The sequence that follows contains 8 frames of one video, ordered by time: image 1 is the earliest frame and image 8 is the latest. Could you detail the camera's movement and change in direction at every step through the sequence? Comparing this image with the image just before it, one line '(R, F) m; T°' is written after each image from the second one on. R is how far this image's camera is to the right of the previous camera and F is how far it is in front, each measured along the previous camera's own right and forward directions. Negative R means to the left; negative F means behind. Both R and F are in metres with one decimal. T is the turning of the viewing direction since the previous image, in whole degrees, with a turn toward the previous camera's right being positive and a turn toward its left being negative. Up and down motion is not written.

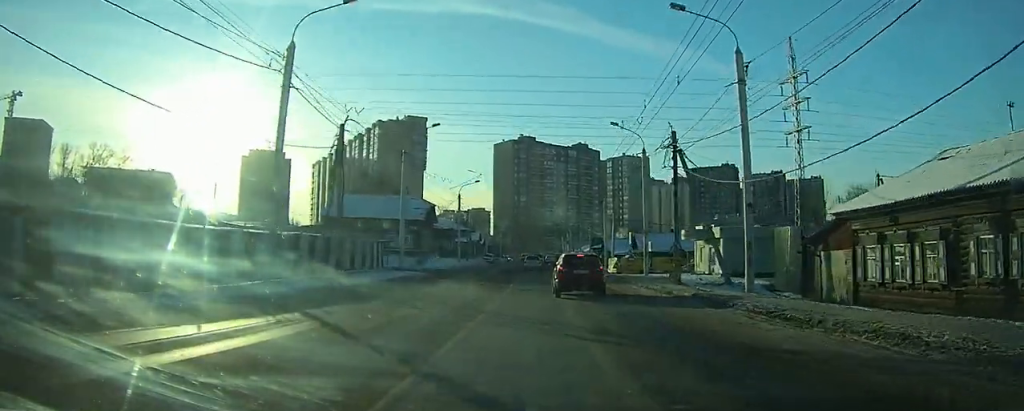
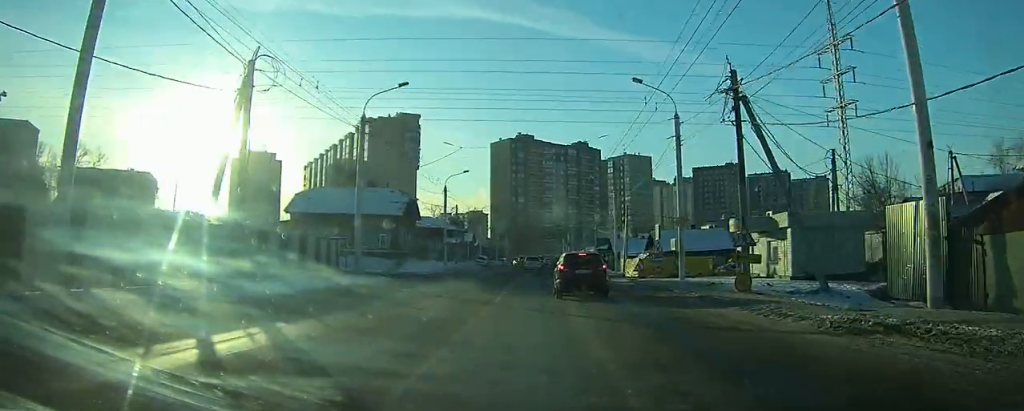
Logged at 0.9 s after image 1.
(0.0, +12.0) m; 0°
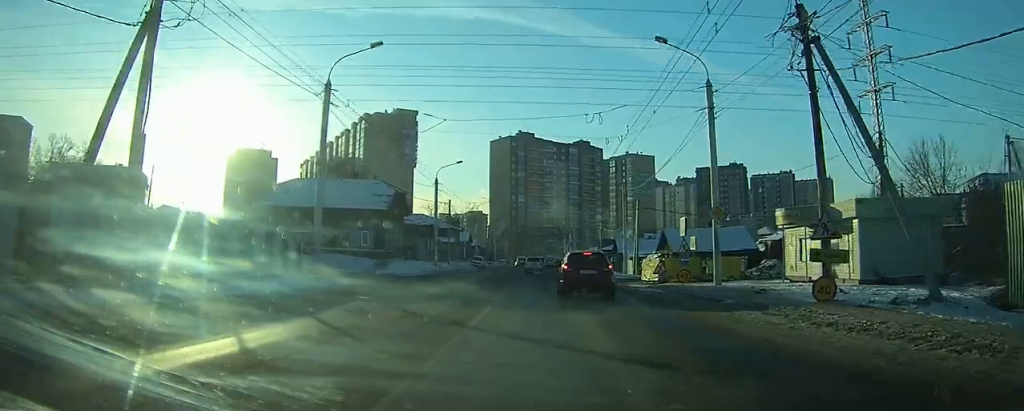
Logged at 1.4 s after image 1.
(0.0, +6.7) m; 0°
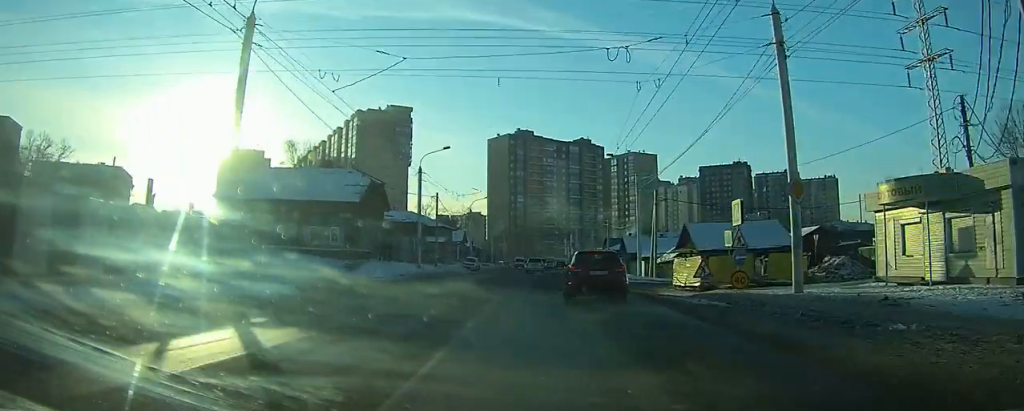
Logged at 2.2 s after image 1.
(0.0, +8.9) m; 0°
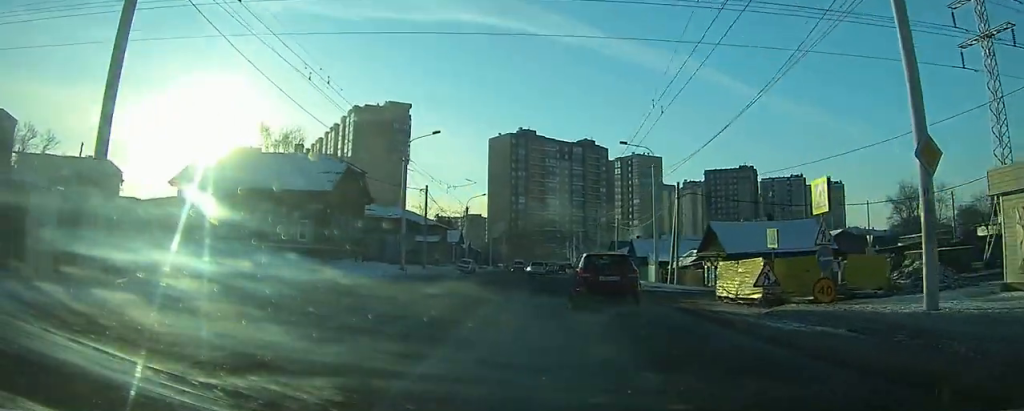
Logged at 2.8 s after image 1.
(0.0, +7.2) m; 0°
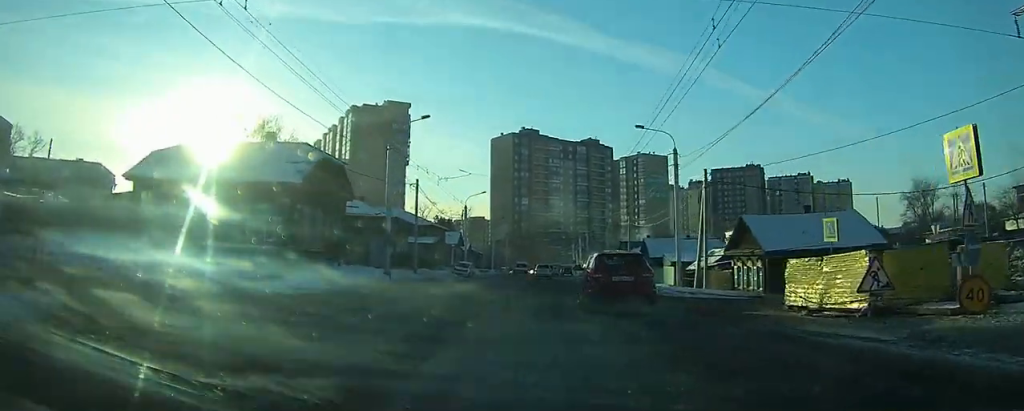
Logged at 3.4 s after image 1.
(0.0, +6.3) m; 0°
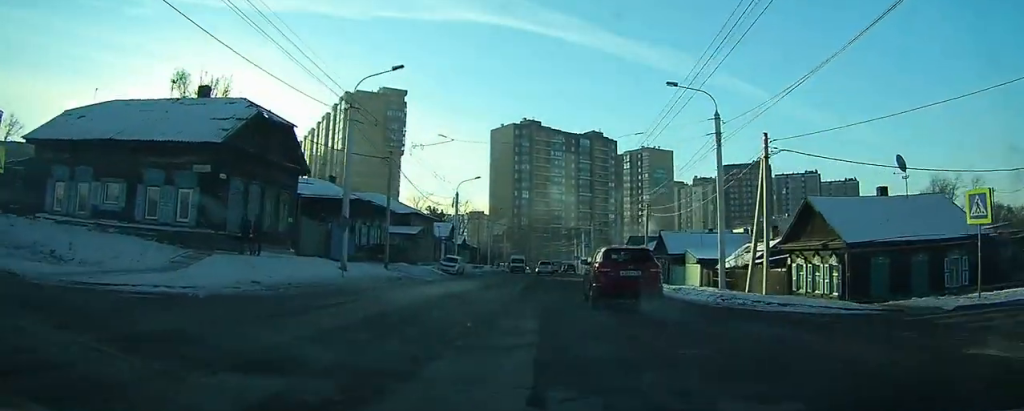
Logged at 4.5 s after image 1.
(0.0, +10.4) m; +2°
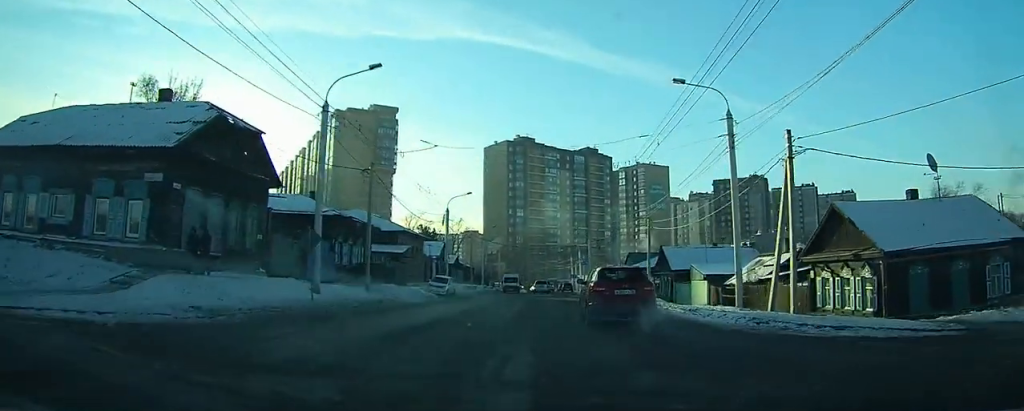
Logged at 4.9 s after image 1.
(-0.1, +3.7) m; +1°
